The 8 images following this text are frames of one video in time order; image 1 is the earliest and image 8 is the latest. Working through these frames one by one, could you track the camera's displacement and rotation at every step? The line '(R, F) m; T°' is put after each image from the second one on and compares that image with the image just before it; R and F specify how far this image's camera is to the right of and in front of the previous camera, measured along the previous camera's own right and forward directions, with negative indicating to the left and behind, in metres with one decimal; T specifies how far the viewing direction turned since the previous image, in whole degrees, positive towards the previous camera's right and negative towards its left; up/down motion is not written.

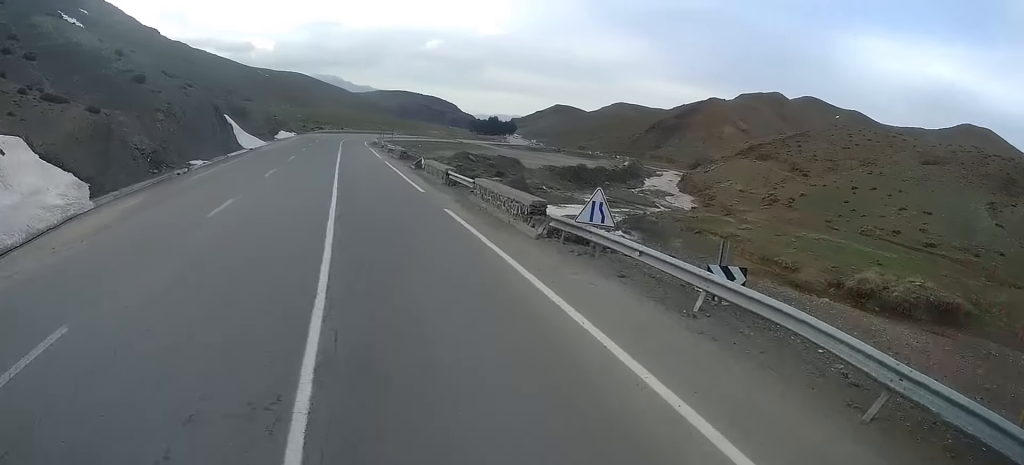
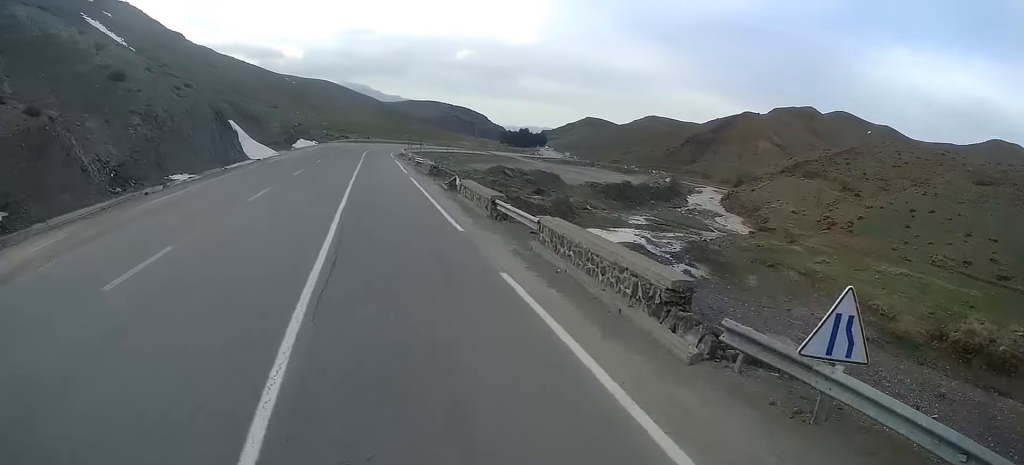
(-0.2, +7.4) m; -2°
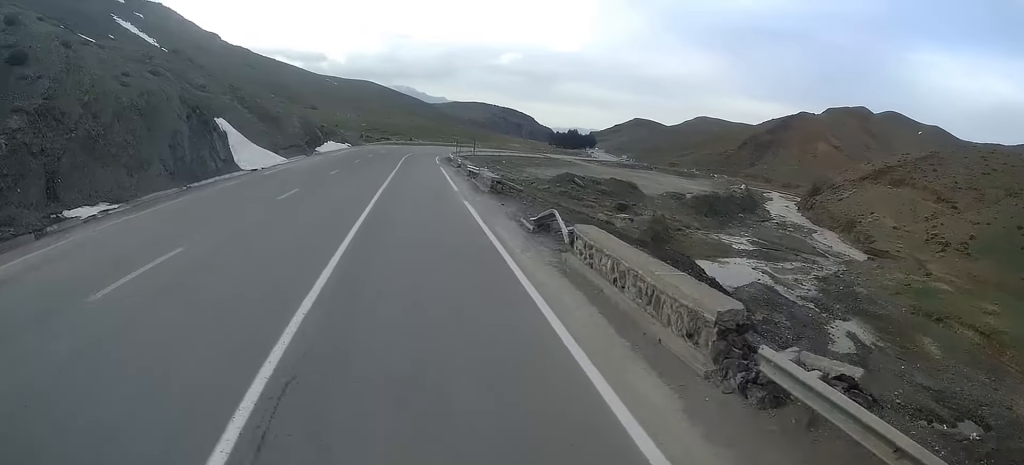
(-0.5, +13.2) m; -3°
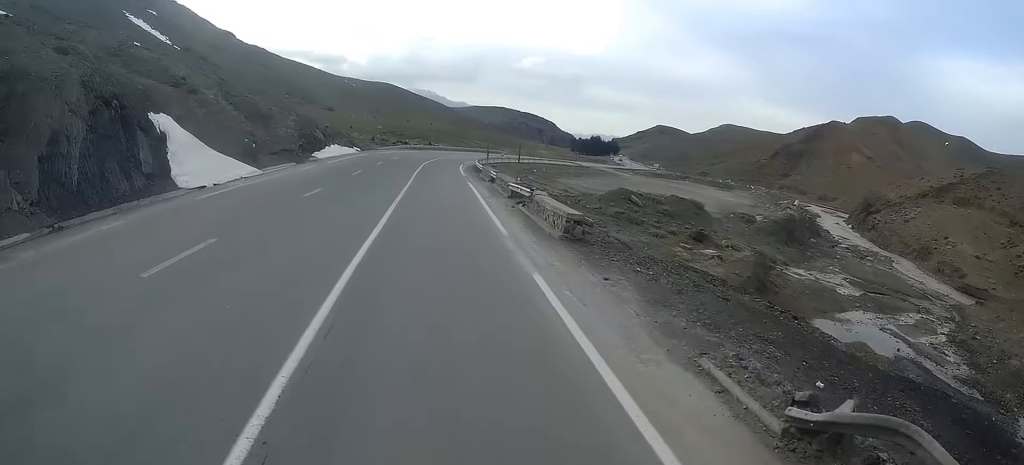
(+0.1, +12.0) m; -3°
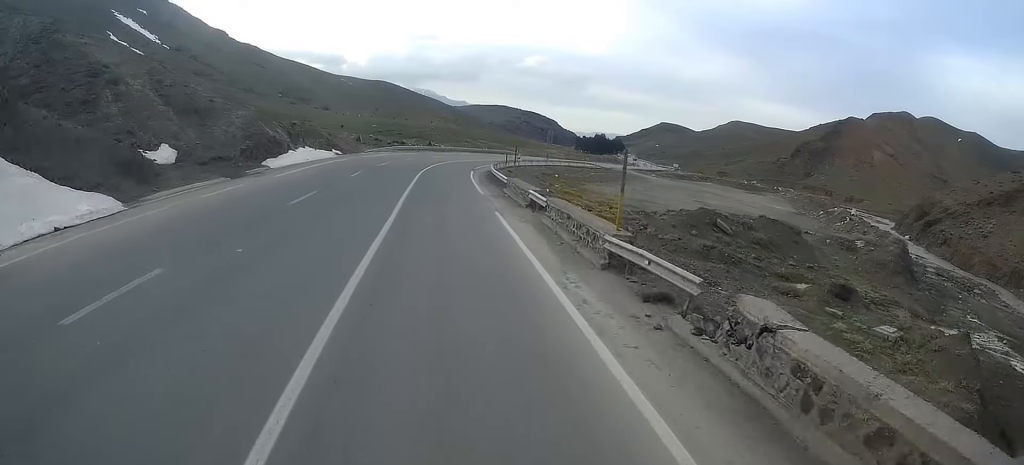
(-1.1, +16.1) m; -4°
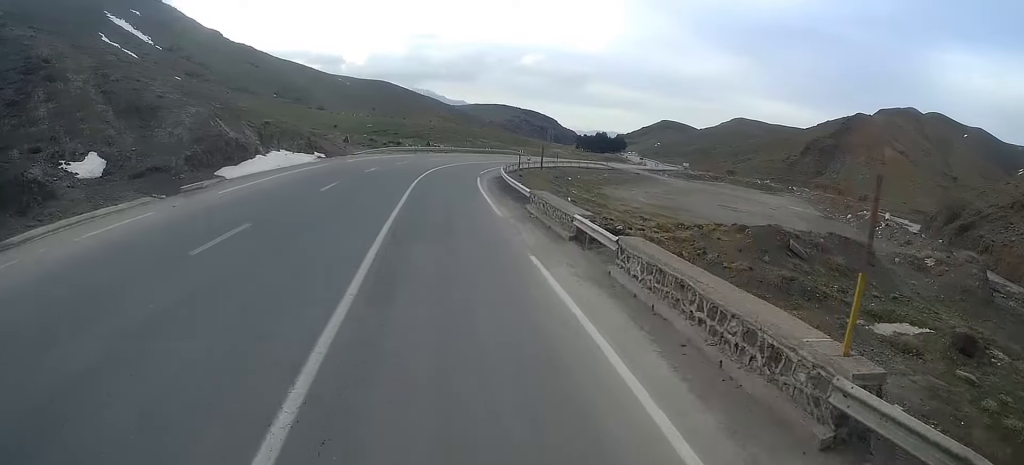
(0.0, +8.4) m; +1°
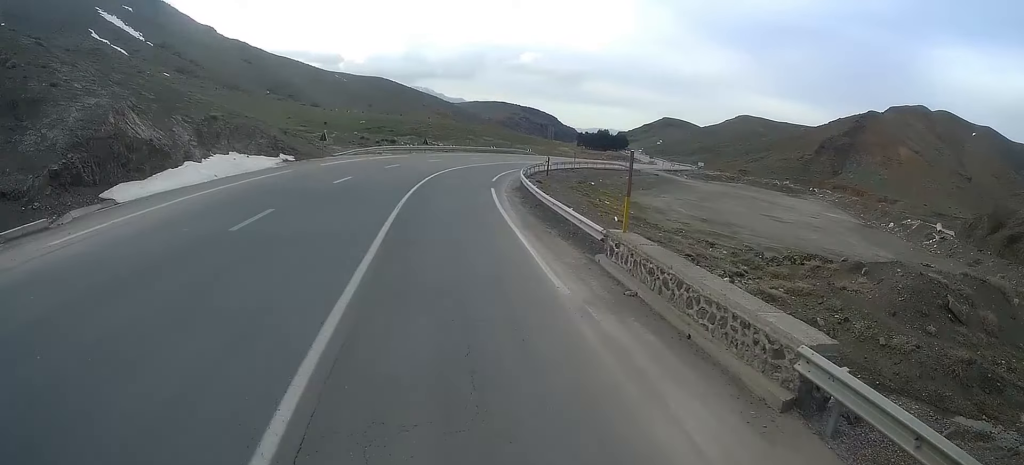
(+0.2, +10.9) m; +1°
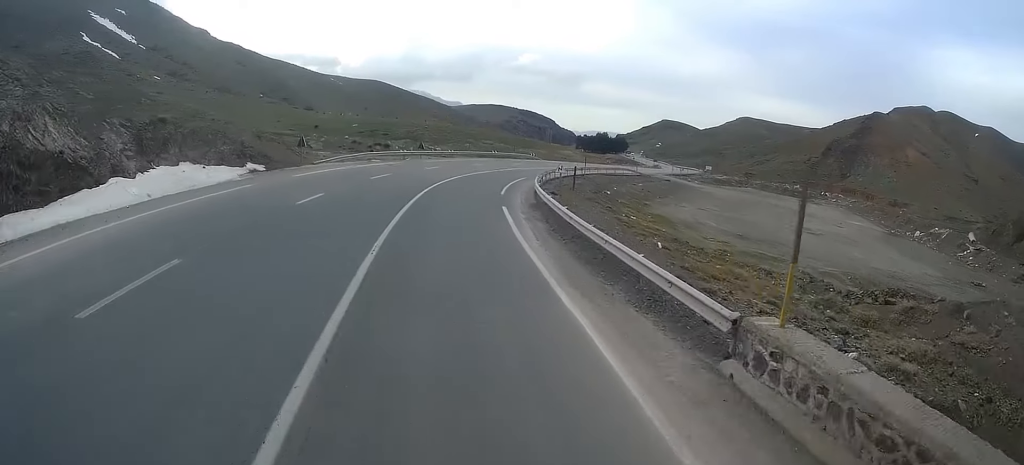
(+0.3, +6.7) m; +1°
